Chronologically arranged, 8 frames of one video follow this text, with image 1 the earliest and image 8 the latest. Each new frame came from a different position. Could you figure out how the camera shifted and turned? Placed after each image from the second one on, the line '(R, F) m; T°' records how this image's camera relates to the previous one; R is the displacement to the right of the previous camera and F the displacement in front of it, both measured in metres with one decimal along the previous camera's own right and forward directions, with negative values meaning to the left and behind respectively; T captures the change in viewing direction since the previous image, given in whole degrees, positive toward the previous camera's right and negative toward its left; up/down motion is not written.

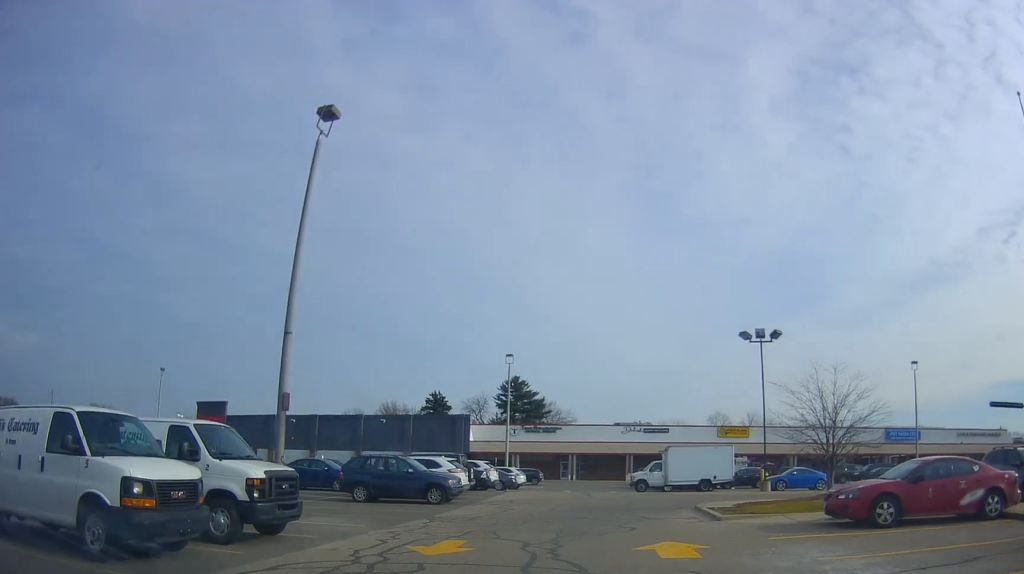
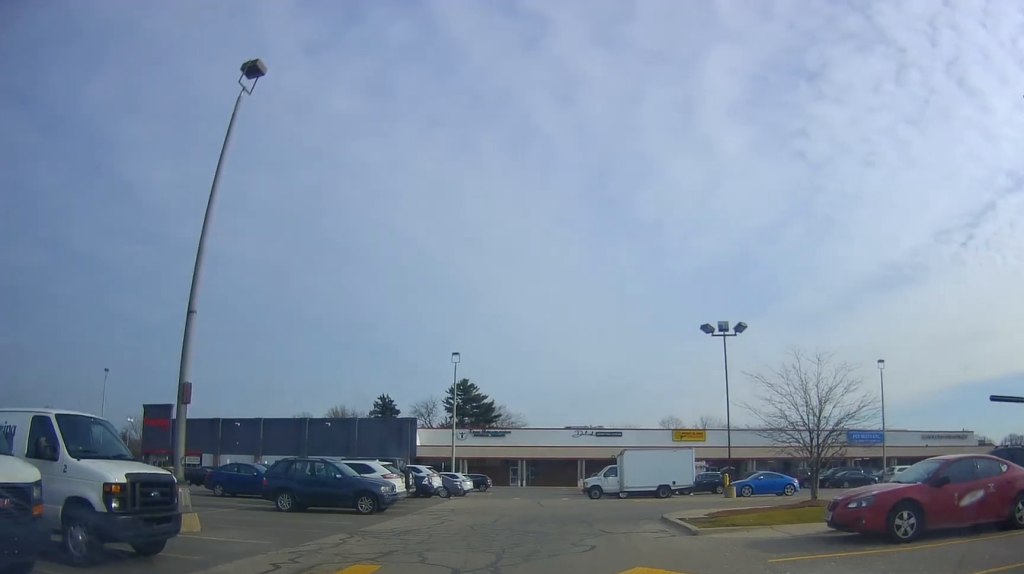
(0.0, +2.5) m; -1°
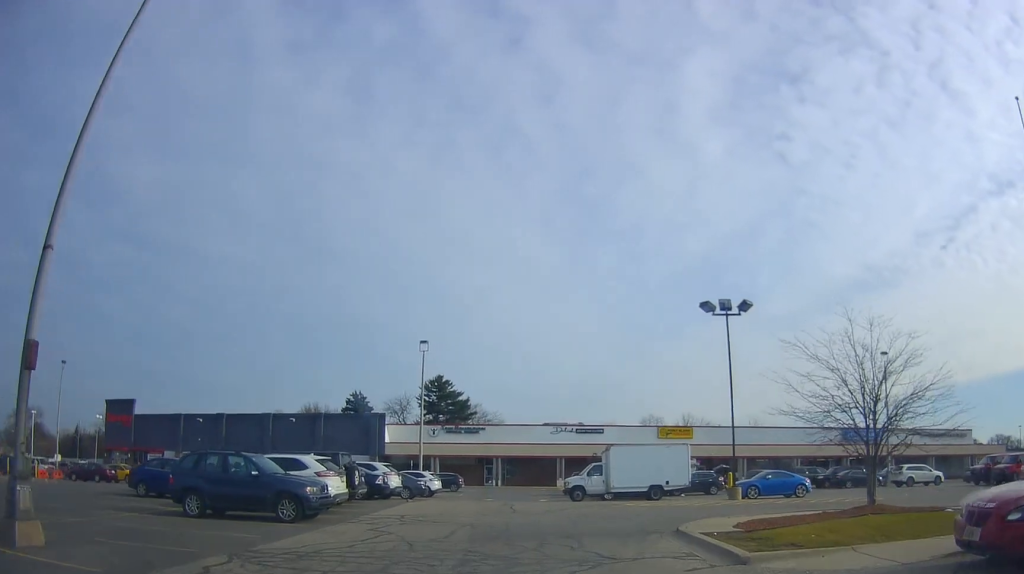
(-0.3, +4.5) m; -4°
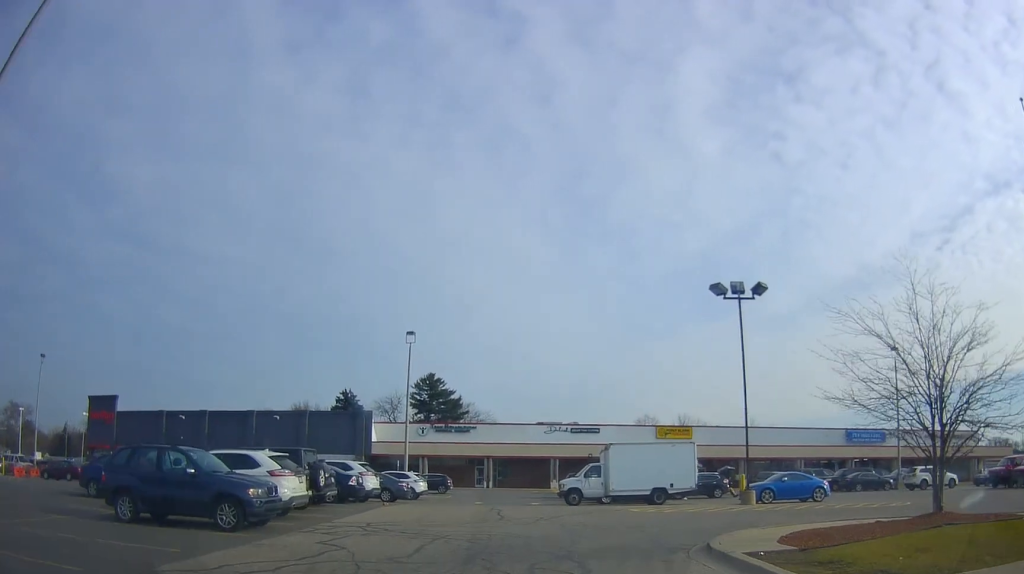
(0.0, +2.9) m; 0°
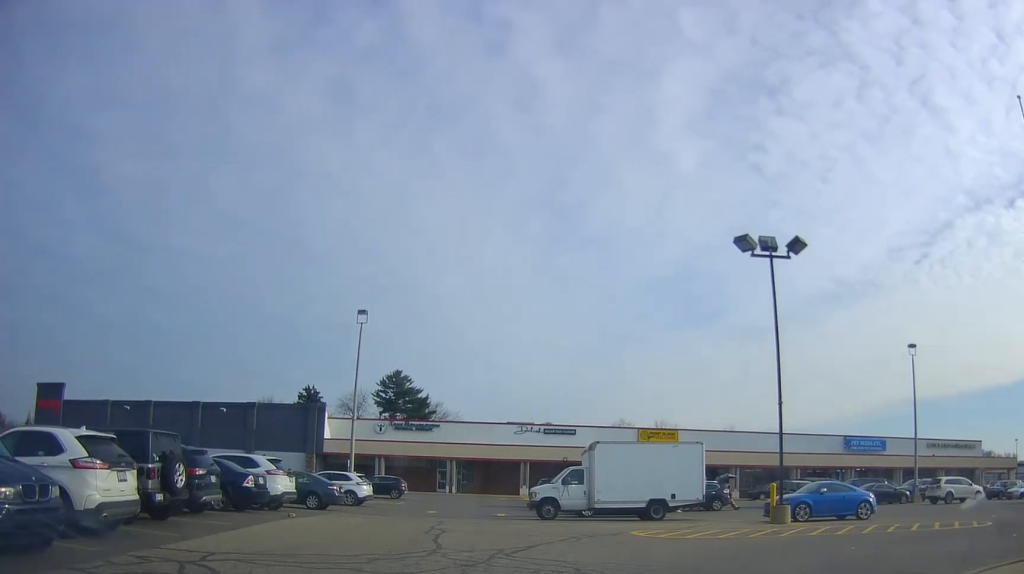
(0.0, +7.1) m; +1°
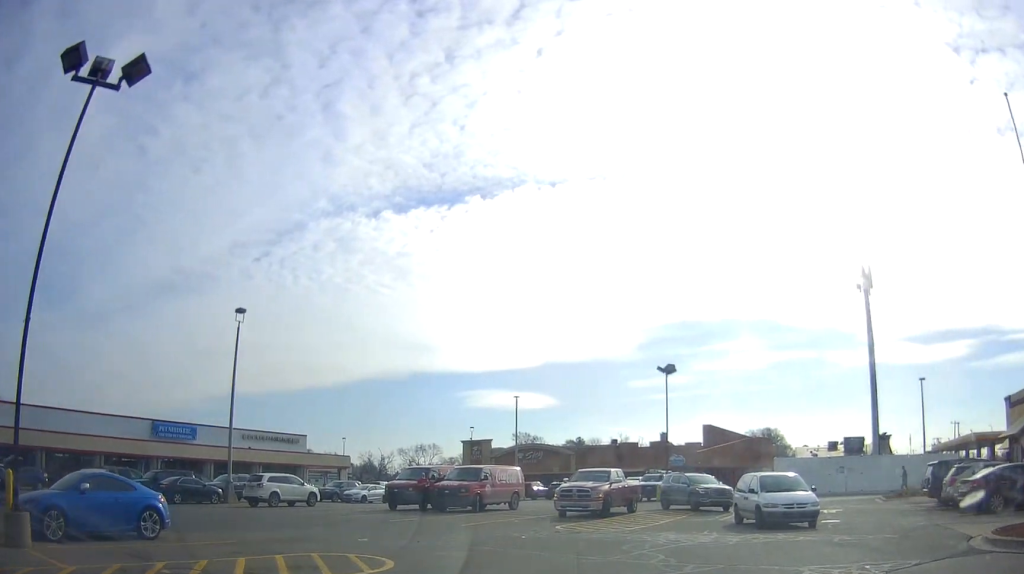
(+4.8, +8.6) m; +70°
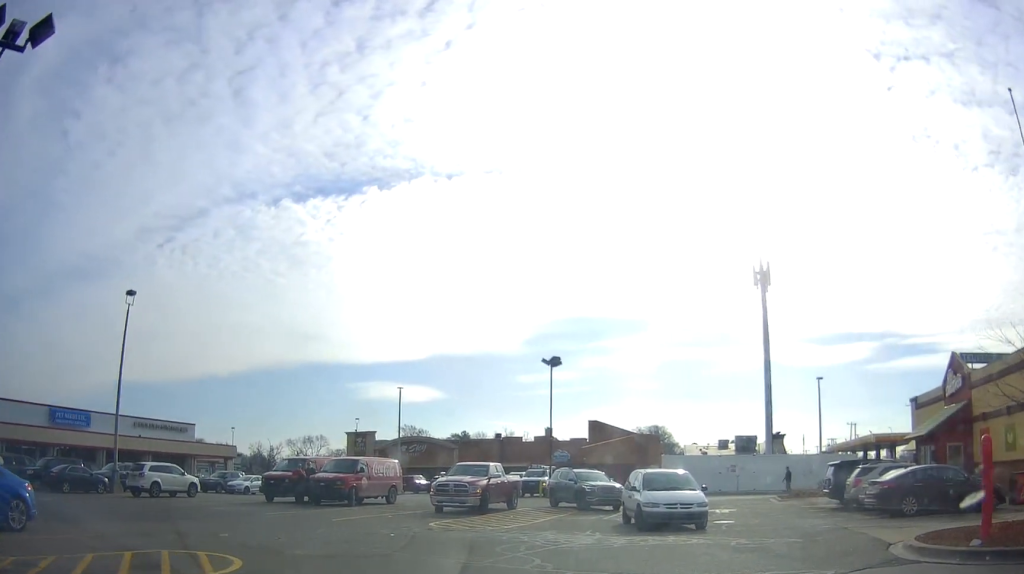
(-0.3, +1.3) m; +2°
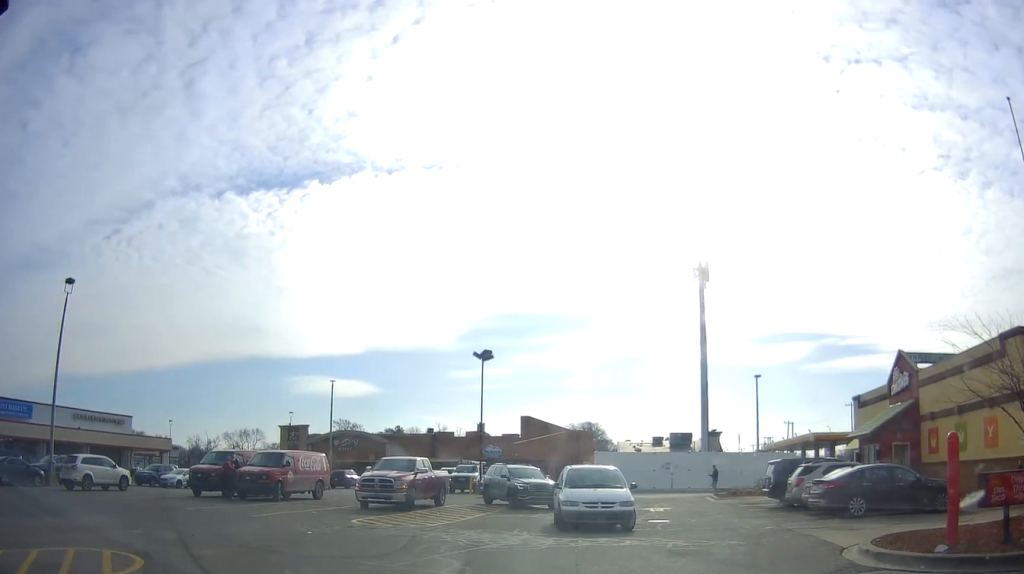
(-0.2, +1.0) m; +1°
